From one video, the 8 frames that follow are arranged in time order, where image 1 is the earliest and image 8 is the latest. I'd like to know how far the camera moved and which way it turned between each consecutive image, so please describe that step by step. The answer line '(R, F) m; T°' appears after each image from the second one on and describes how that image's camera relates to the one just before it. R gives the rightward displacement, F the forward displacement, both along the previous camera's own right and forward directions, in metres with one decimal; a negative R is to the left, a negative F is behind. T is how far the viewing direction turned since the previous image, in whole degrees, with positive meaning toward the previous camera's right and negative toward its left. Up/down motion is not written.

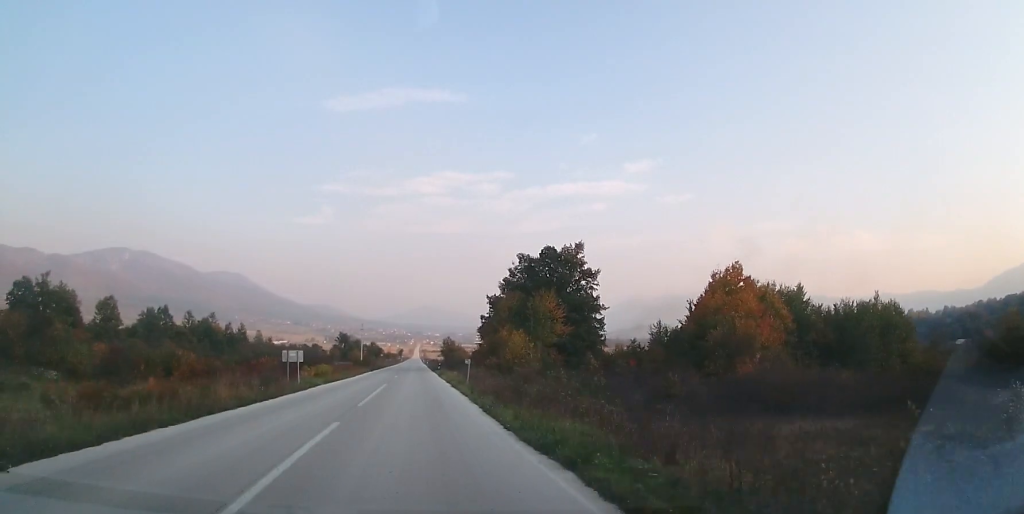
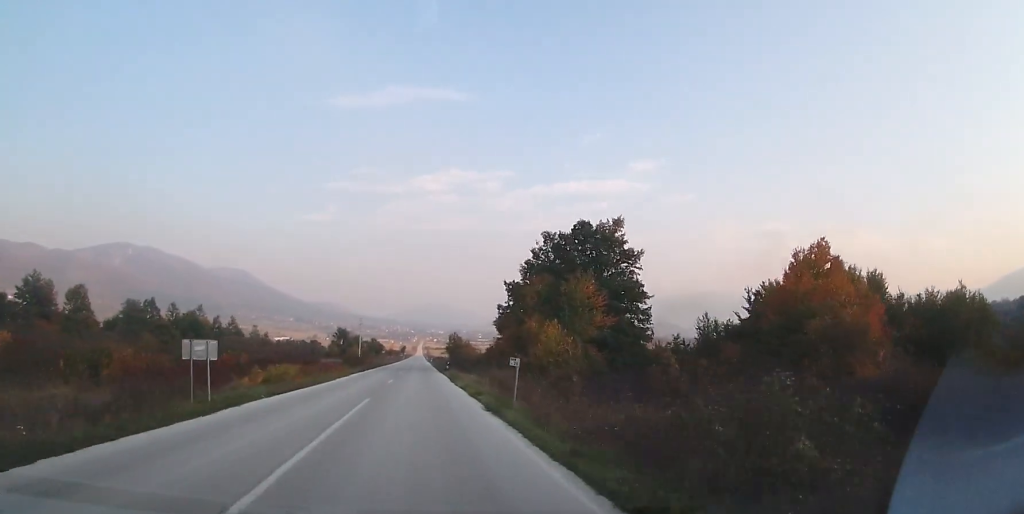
(-0.1, +13.3) m; -1°
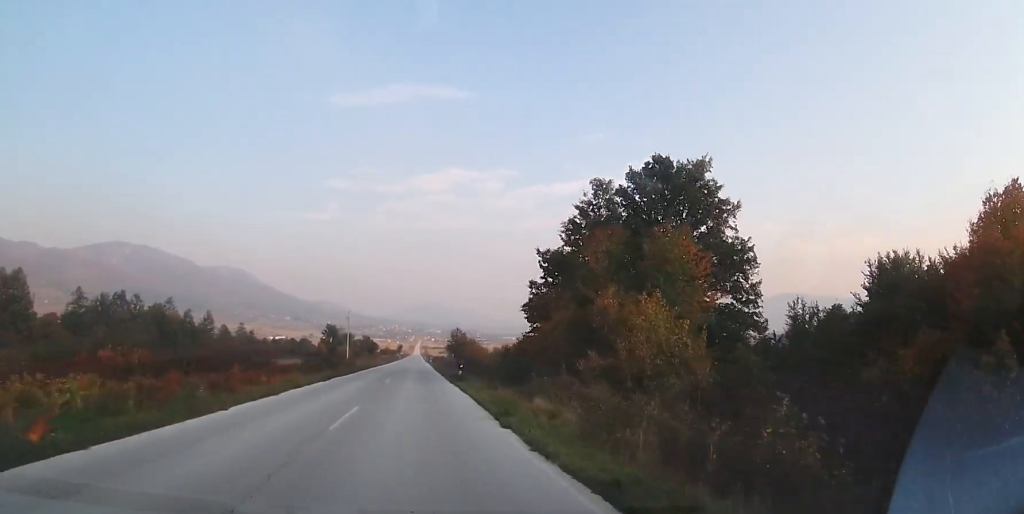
(-0.2, +19.5) m; 0°
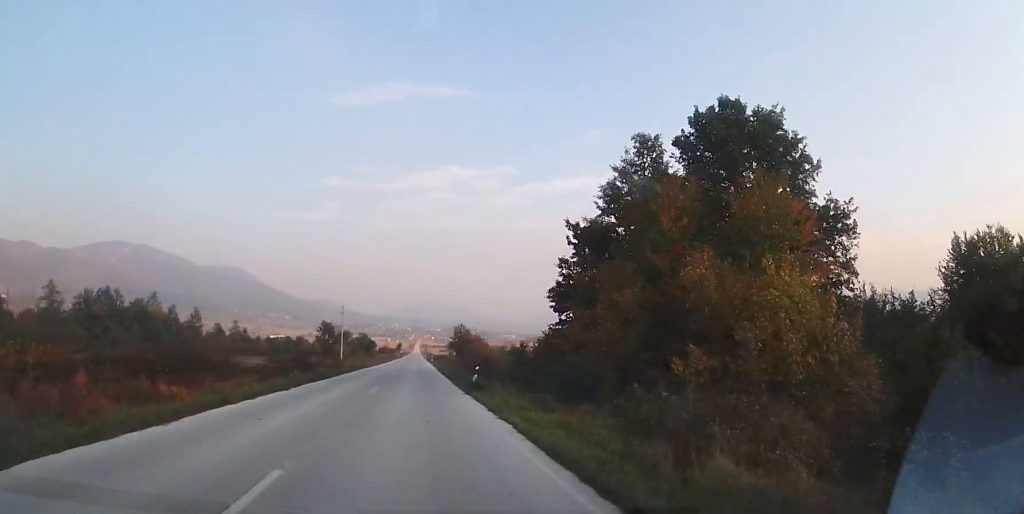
(-0.1, +9.5) m; +1°
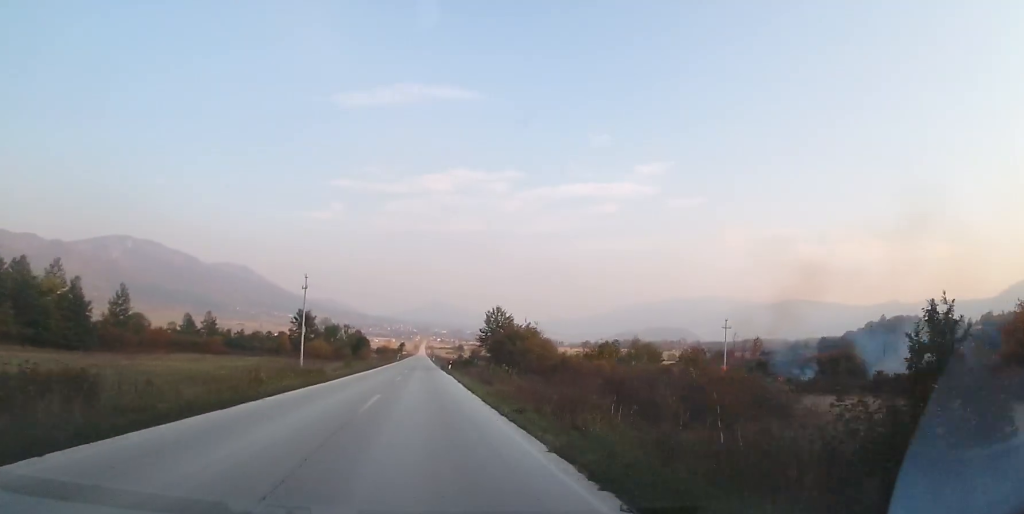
(+0.2, +43.4) m; -1°
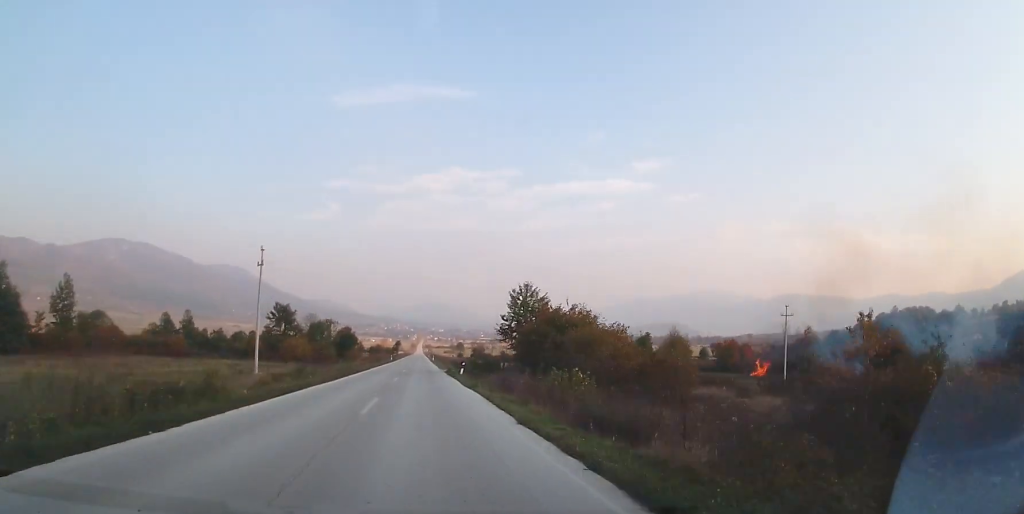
(-0.2, +19.0) m; +1°
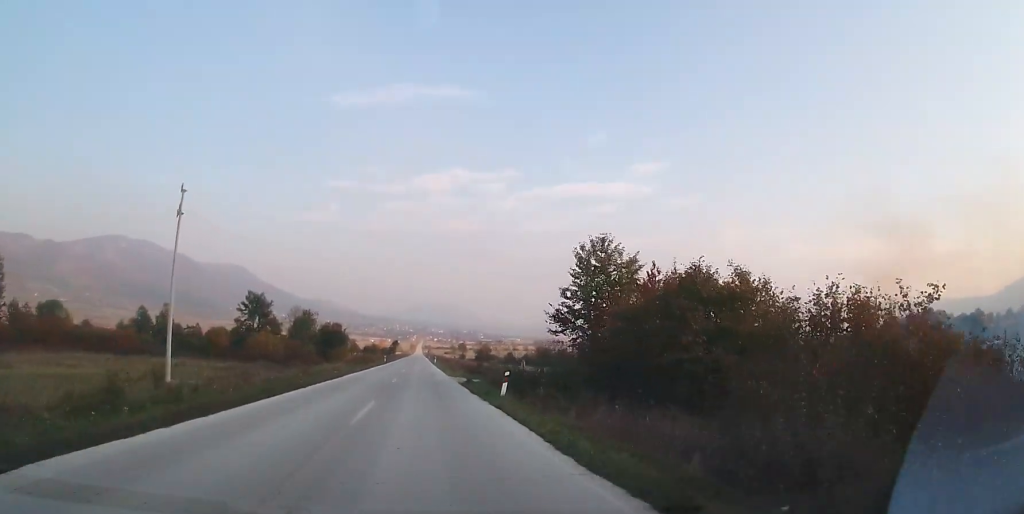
(+0.5, +19.0) m; 0°
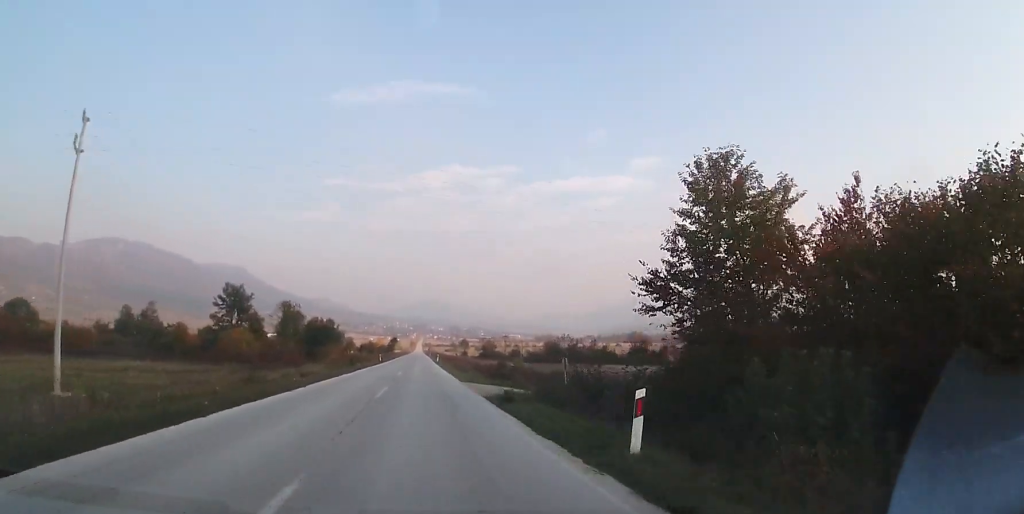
(-0.1, +11.6) m; 0°
